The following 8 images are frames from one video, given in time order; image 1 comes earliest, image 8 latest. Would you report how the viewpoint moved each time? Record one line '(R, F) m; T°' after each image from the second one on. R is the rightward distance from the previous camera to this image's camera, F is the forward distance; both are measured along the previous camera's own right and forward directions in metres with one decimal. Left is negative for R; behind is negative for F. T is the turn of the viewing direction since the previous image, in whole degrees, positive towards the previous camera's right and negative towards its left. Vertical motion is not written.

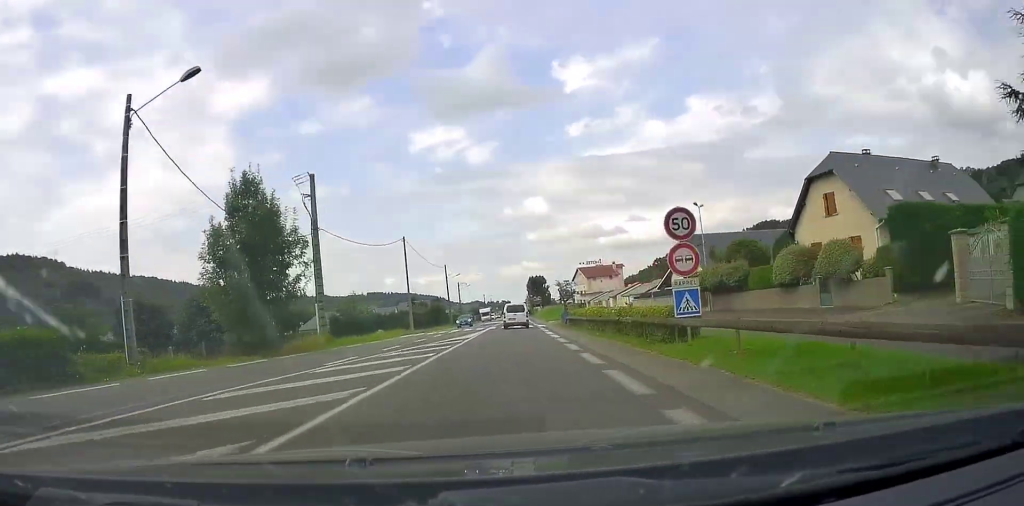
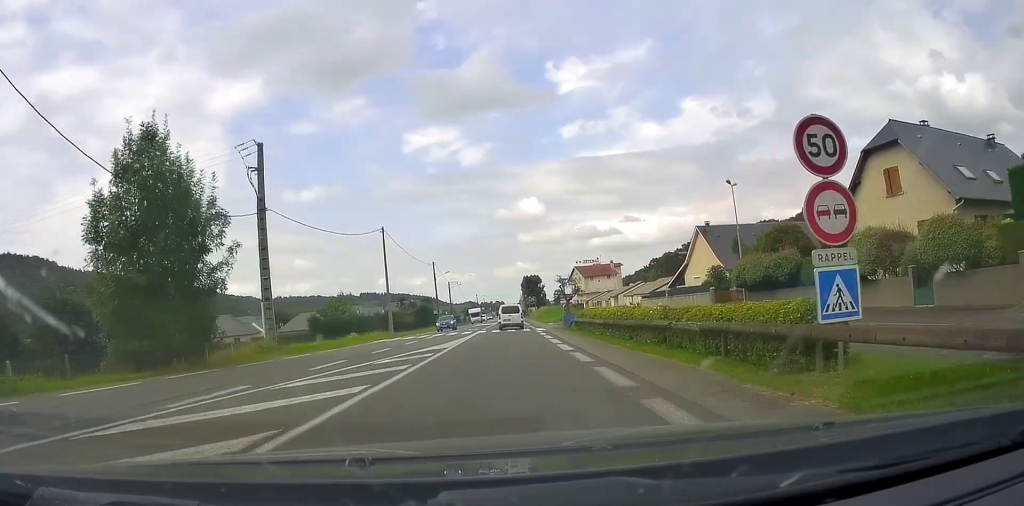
(+0.3, +7.5) m; +3°
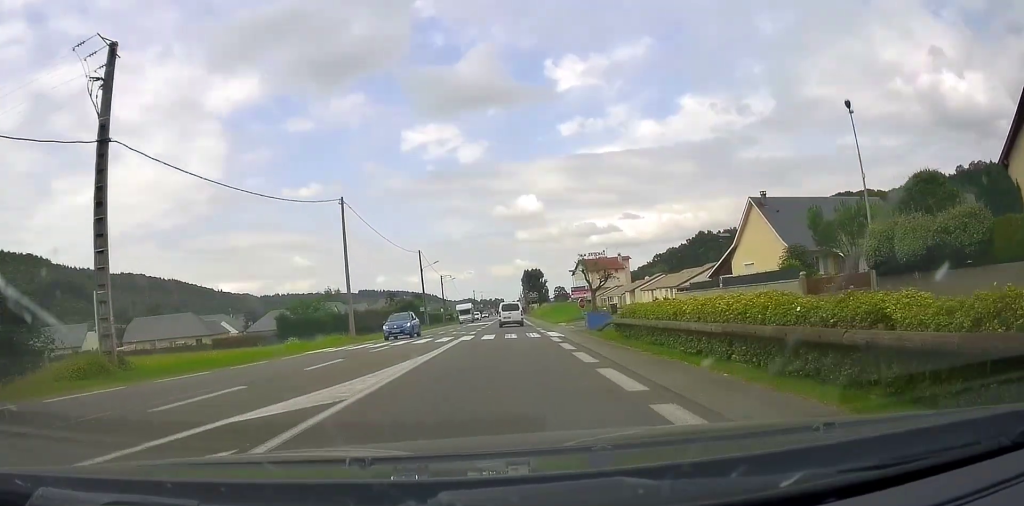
(+0.6, +13.3) m; +3°
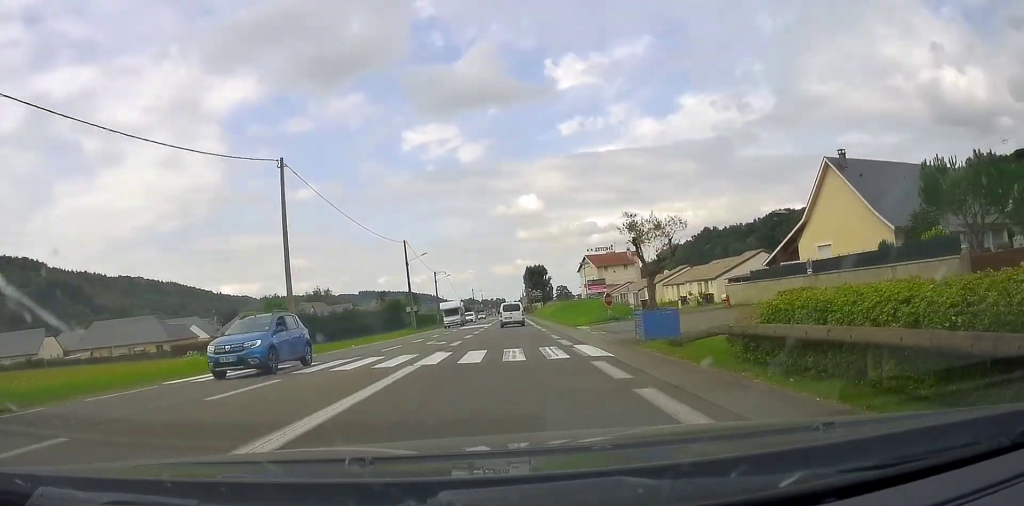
(+0.2, +11.6) m; +1°
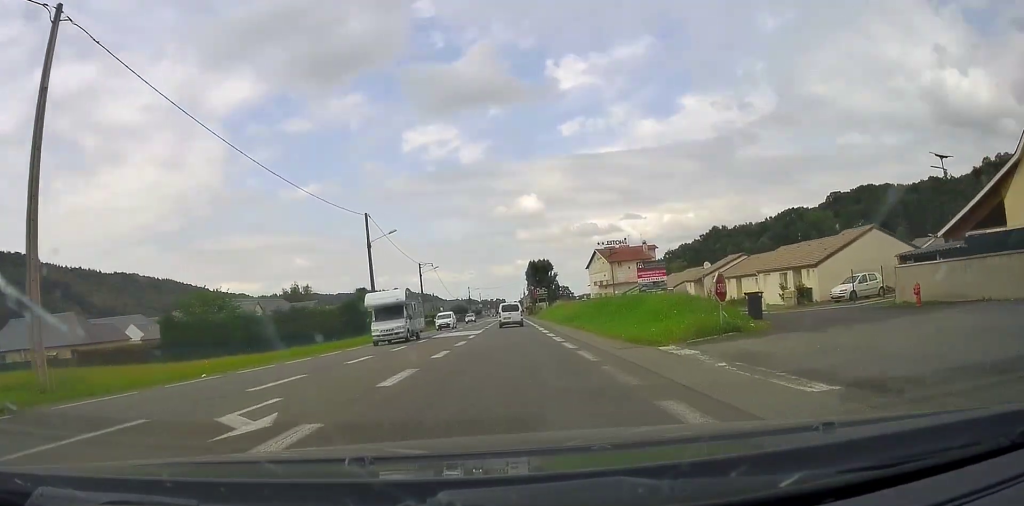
(0.0, +18.0) m; 0°
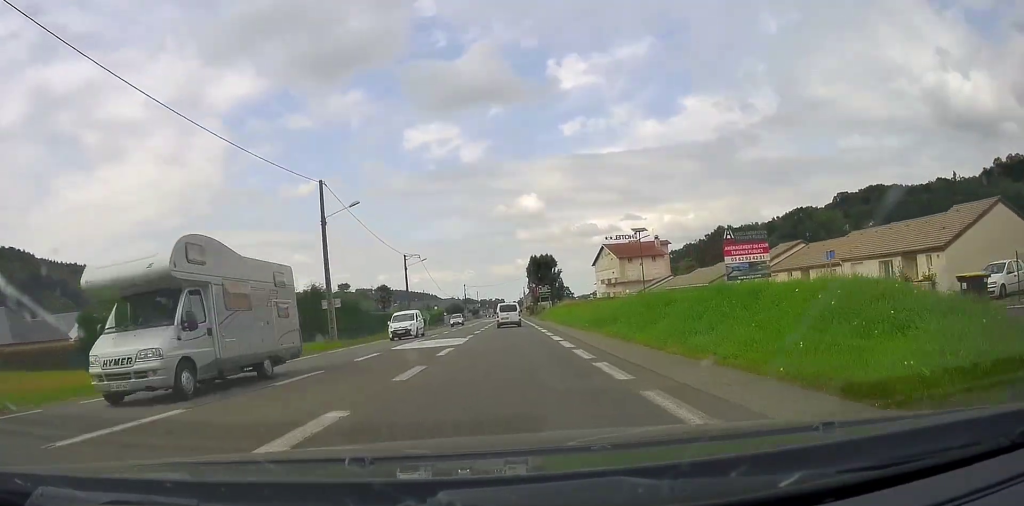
(-0.1, +11.7) m; 0°
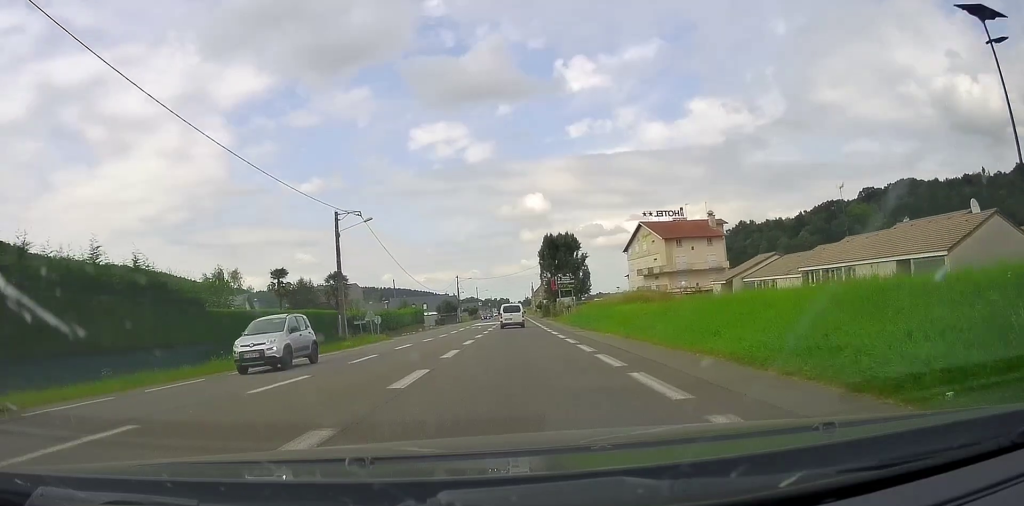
(+0.6, +30.8) m; +2°
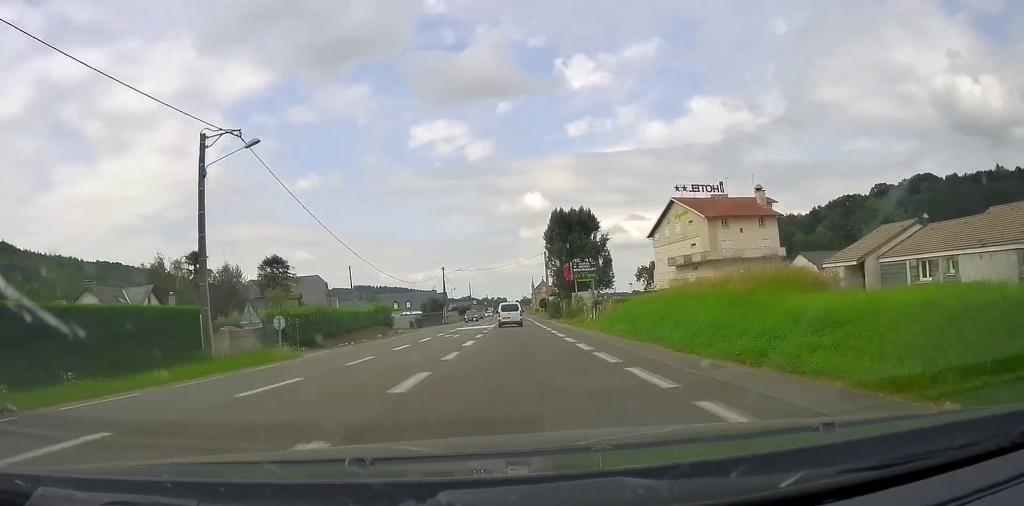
(+0.1, +19.7) m; 0°
